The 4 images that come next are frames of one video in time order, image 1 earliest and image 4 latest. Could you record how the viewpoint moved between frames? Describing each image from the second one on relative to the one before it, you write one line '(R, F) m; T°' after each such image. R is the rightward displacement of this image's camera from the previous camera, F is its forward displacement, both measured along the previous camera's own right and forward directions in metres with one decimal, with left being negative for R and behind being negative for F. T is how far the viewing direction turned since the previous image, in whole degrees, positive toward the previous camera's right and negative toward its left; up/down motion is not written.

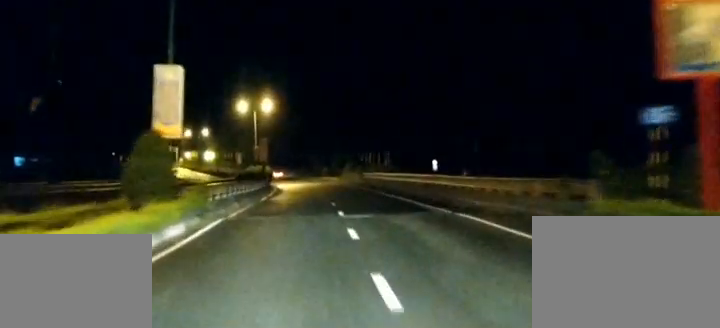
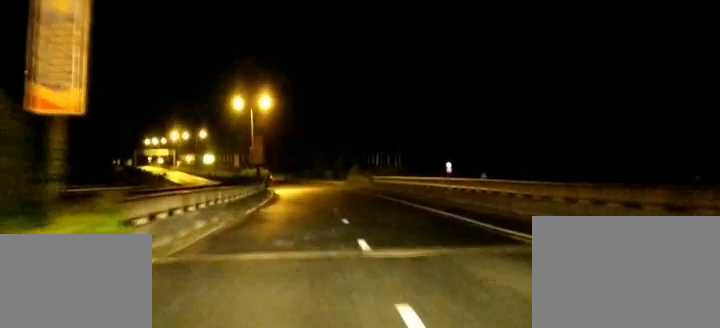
(0.0, +10.1) m; 0°
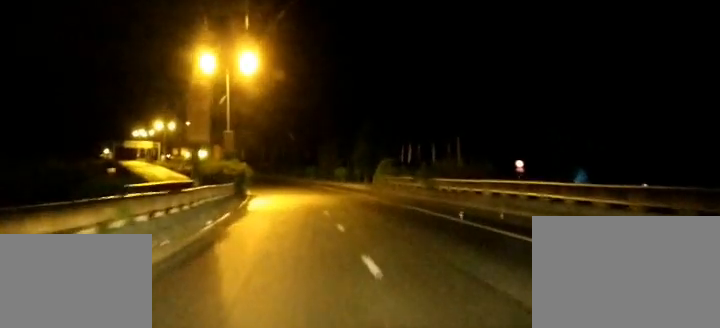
(-0.1, +35.7) m; 0°
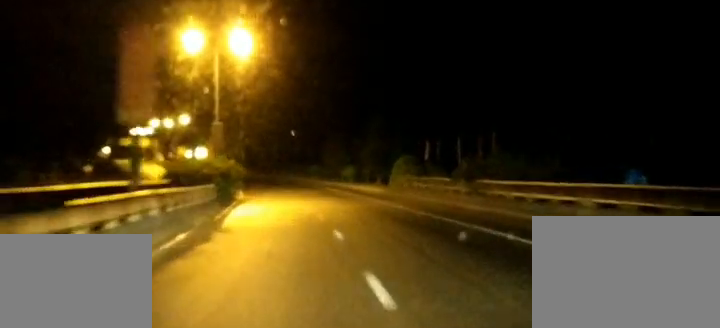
(+0.1, +9.6) m; 0°
